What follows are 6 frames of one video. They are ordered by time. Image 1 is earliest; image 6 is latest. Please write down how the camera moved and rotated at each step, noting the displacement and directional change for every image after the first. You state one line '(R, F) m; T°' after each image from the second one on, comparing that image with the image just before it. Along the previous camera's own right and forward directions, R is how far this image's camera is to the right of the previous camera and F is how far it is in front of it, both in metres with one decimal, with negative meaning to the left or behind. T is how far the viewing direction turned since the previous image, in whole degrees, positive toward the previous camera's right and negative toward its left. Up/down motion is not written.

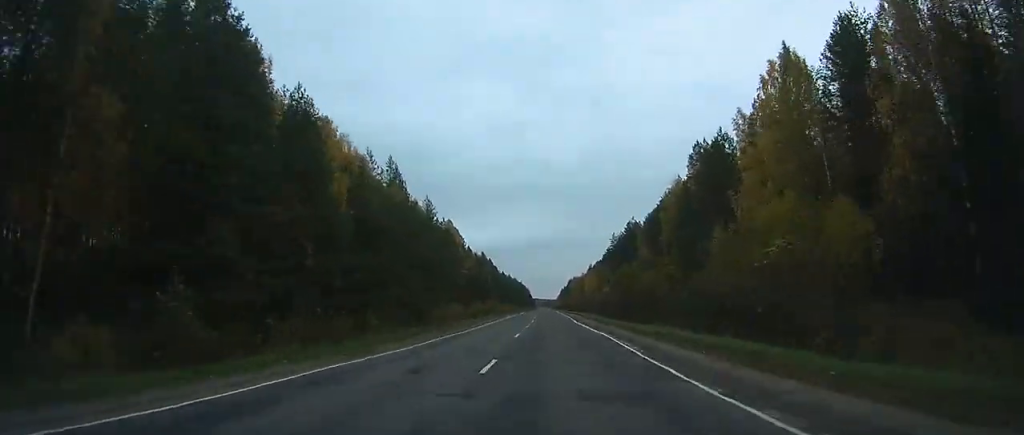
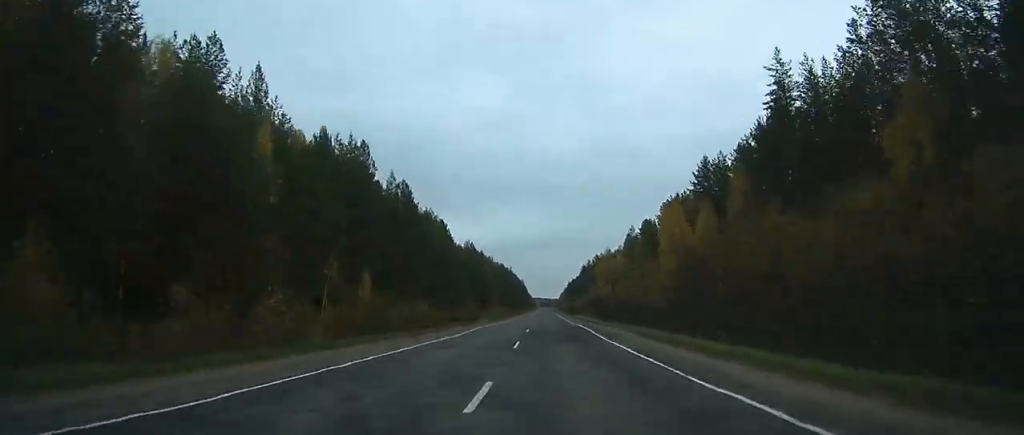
(-0.5, +164.8) m; 0°
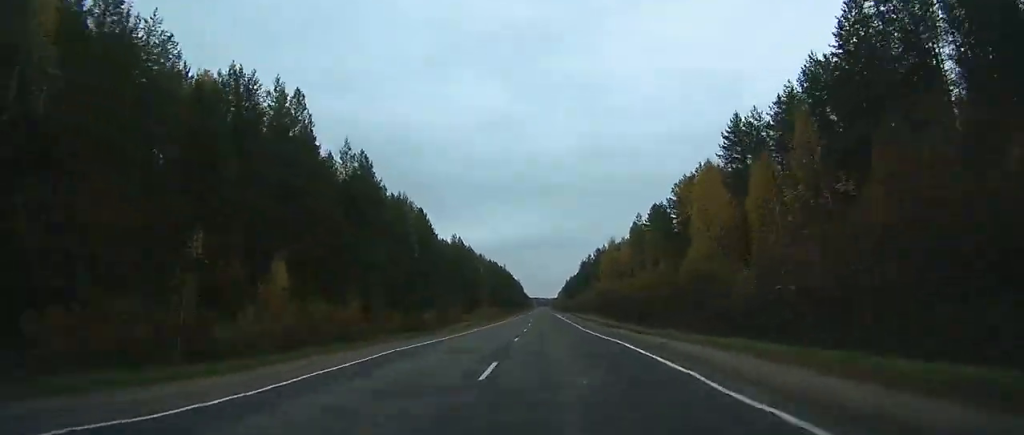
(0.0, +20.4) m; 0°
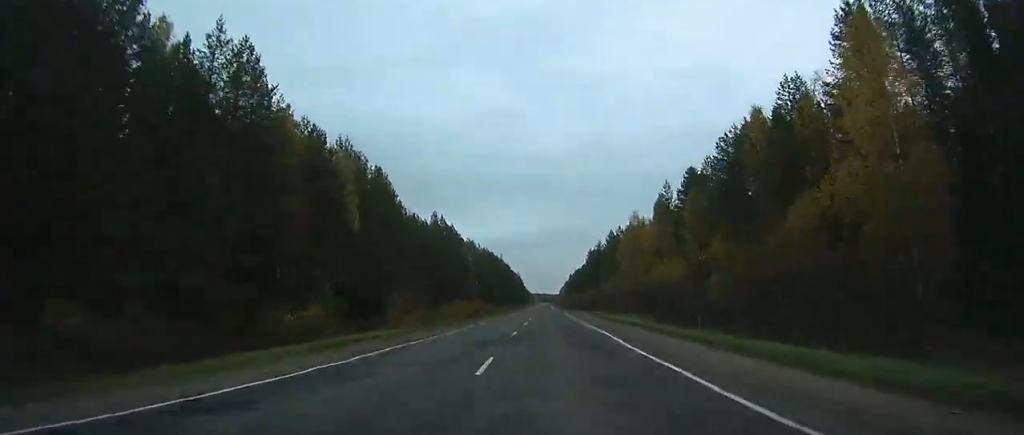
(0.0, +34.0) m; 0°
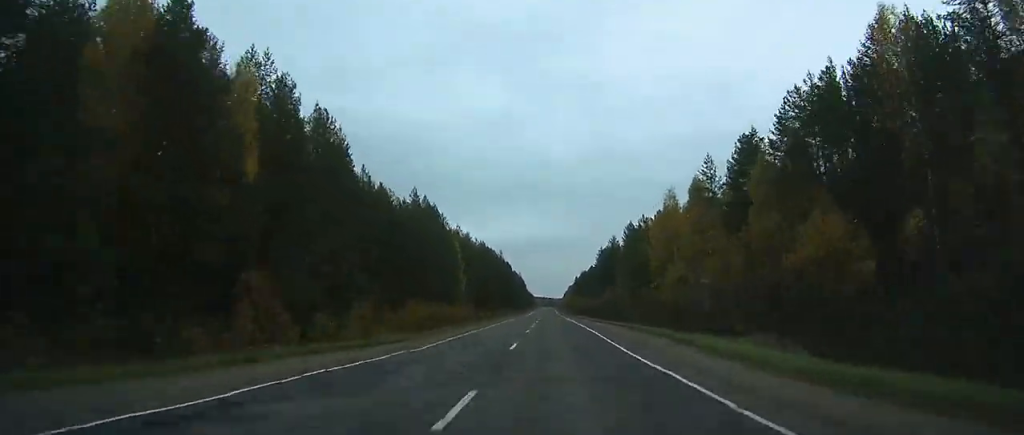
(0.0, +27.2) m; 0°
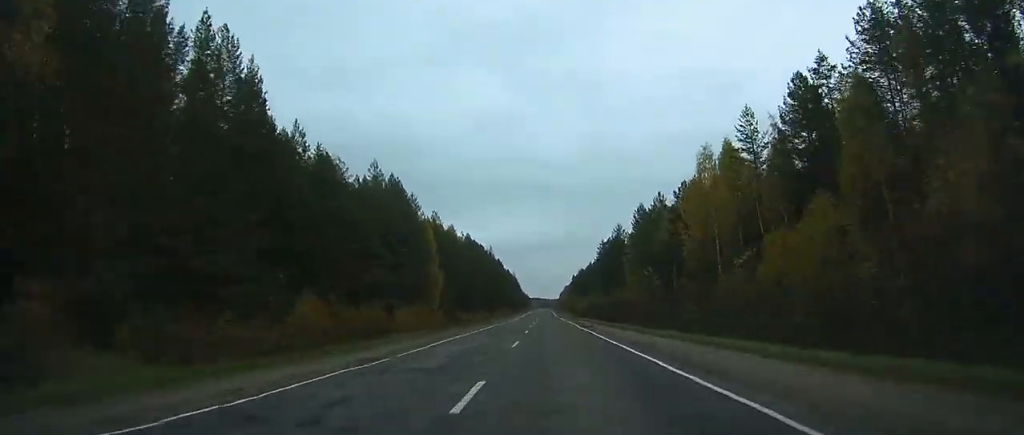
(0.0, +23.6) m; 0°
